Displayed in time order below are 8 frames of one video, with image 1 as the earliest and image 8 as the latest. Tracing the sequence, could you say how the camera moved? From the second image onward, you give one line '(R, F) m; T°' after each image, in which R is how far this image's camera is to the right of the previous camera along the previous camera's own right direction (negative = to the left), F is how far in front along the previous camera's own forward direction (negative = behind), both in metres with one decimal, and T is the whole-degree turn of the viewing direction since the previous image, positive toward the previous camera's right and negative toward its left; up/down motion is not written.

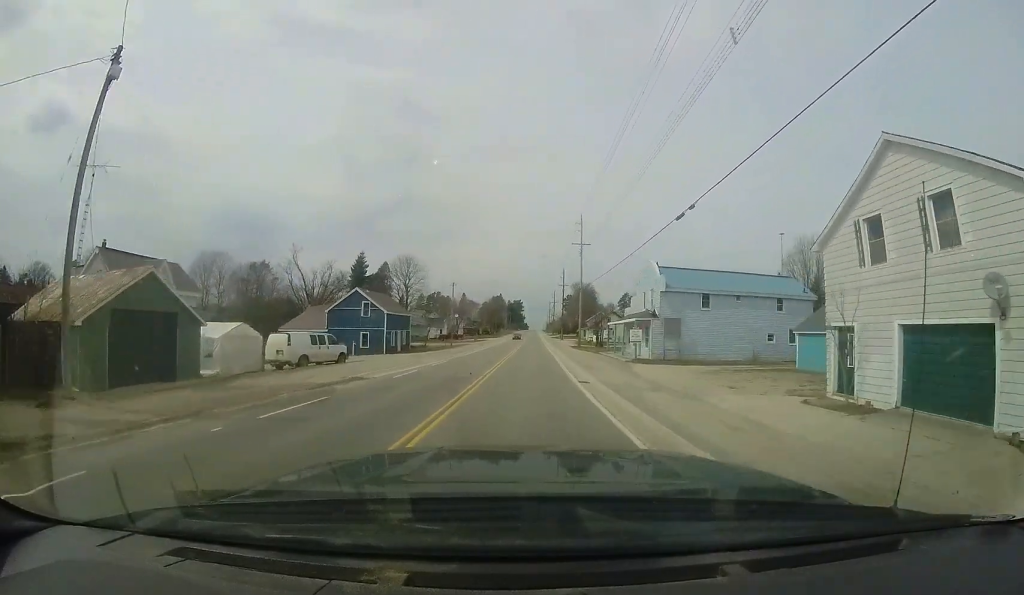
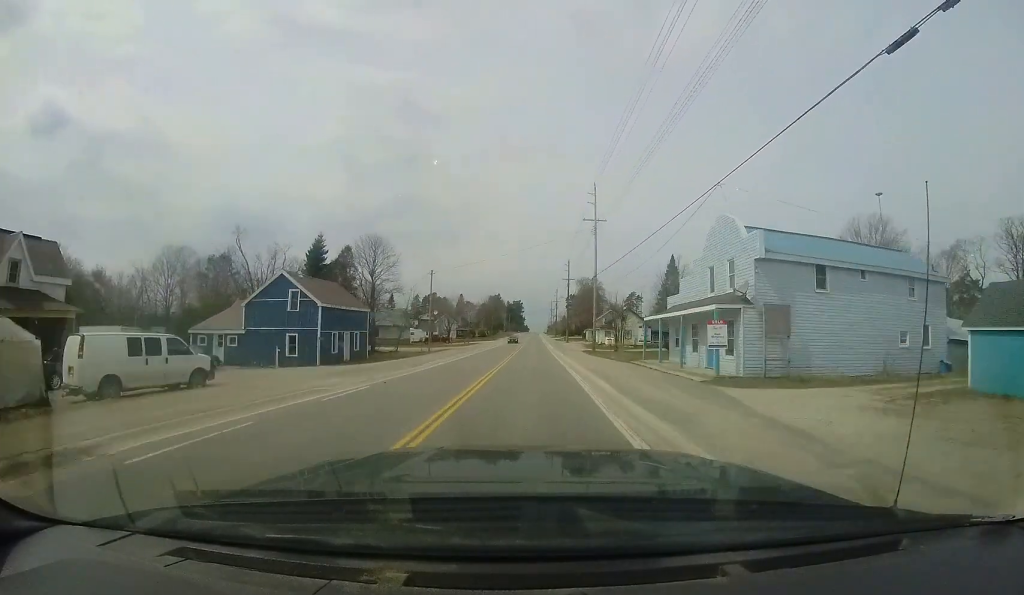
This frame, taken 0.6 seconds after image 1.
(0.0, +11.4) m; 0°
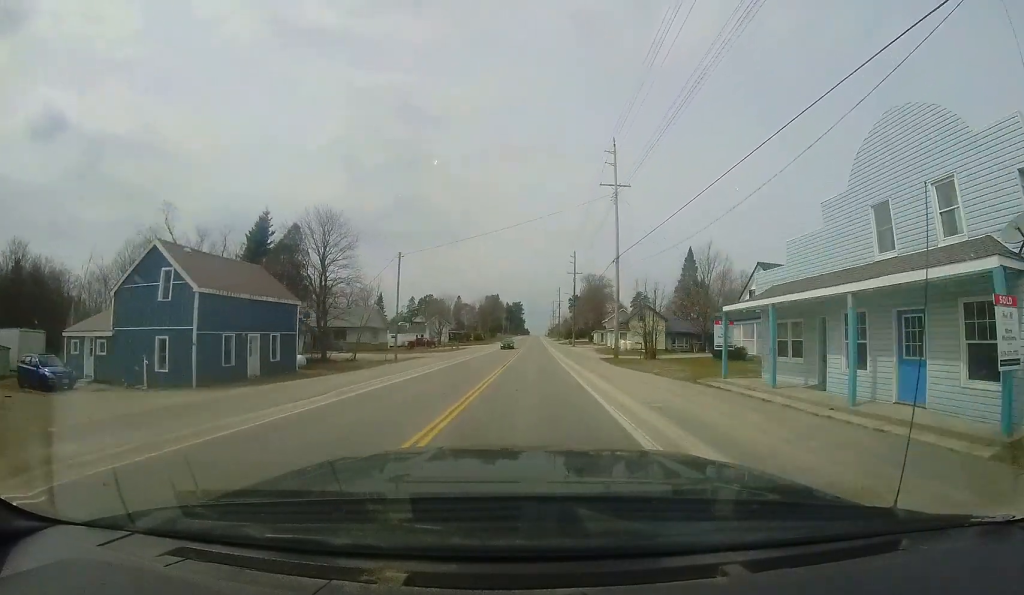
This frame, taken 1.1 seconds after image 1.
(-0.1, +10.2) m; 0°
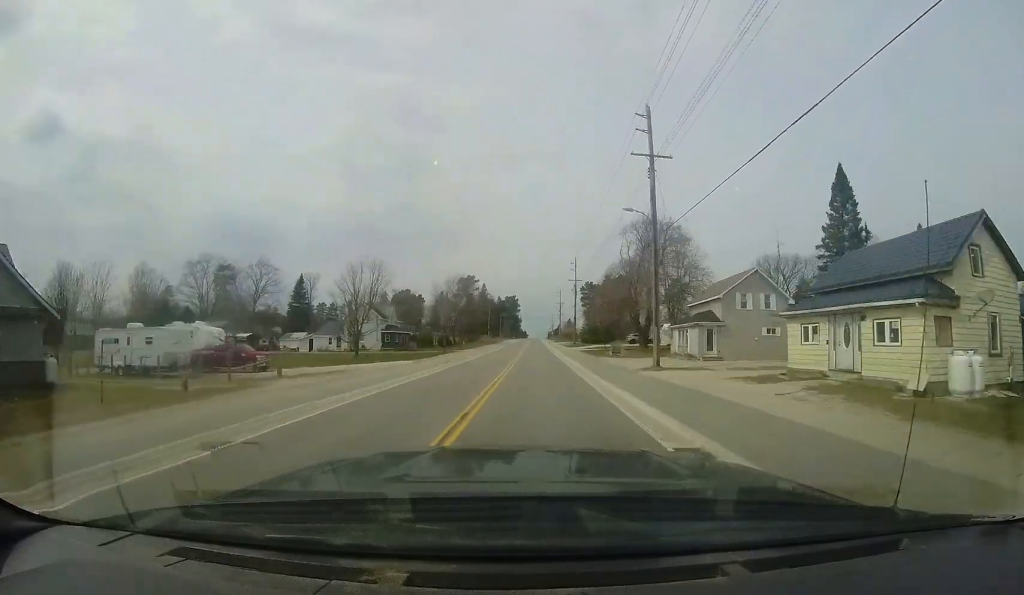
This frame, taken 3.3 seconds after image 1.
(0.0, +42.4) m; -1°
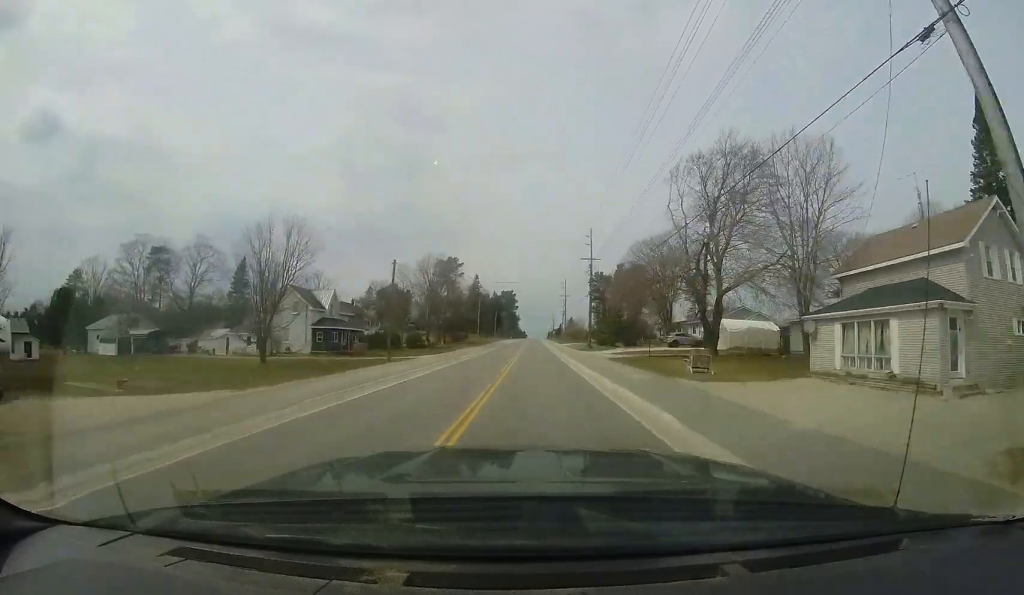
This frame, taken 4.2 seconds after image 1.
(0.0, +17.6) m; -1°
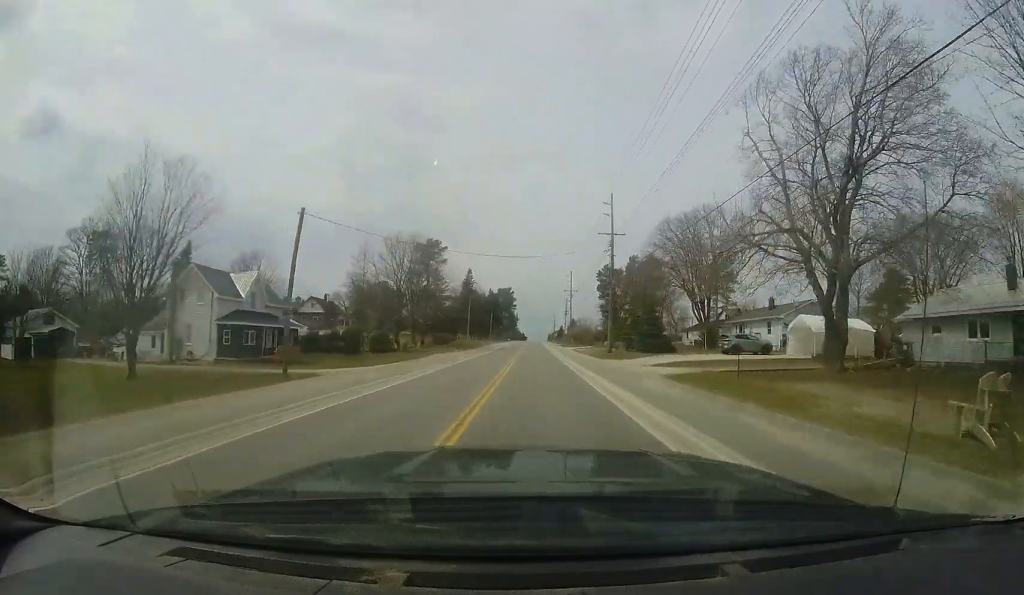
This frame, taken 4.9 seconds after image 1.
(-0.1, +12.5) m; 0°
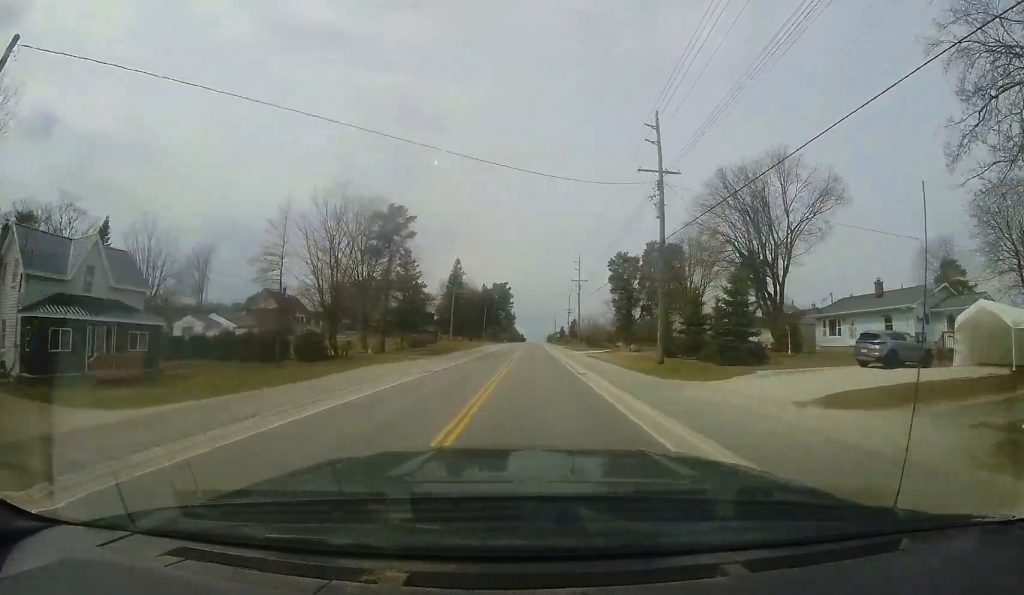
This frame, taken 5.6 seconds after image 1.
(-0.1, +13.8) m; 0°
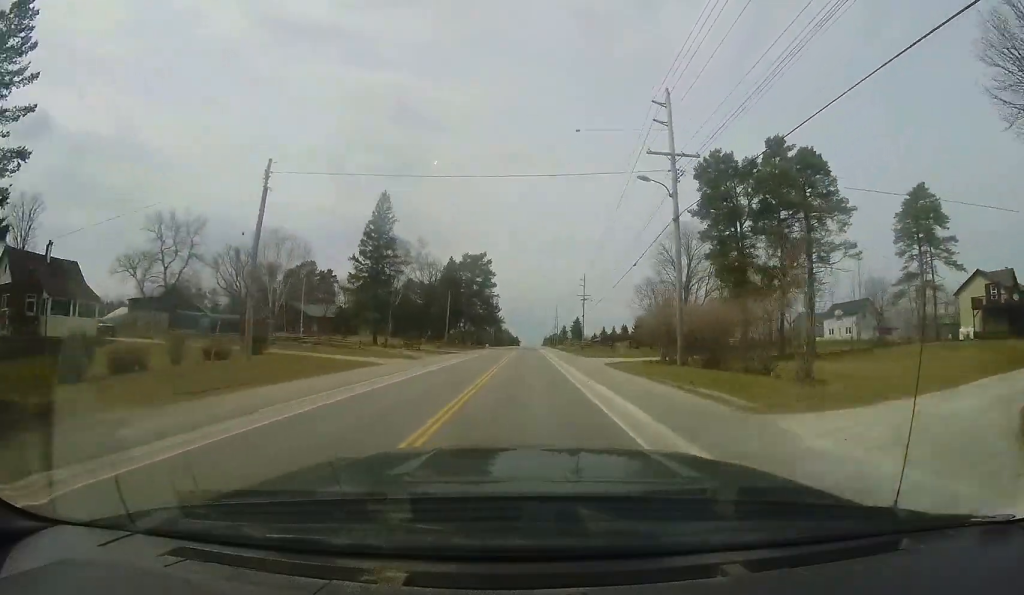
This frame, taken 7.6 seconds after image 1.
(+0.5, +40.4) m; +1°
